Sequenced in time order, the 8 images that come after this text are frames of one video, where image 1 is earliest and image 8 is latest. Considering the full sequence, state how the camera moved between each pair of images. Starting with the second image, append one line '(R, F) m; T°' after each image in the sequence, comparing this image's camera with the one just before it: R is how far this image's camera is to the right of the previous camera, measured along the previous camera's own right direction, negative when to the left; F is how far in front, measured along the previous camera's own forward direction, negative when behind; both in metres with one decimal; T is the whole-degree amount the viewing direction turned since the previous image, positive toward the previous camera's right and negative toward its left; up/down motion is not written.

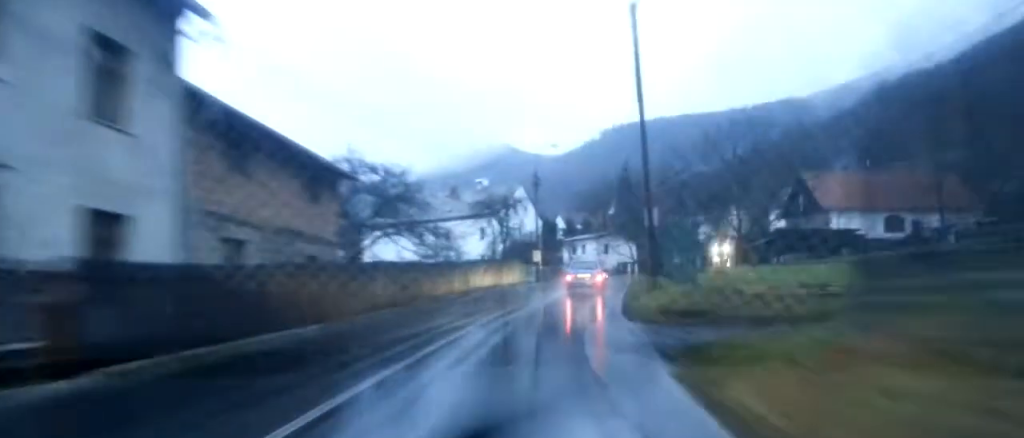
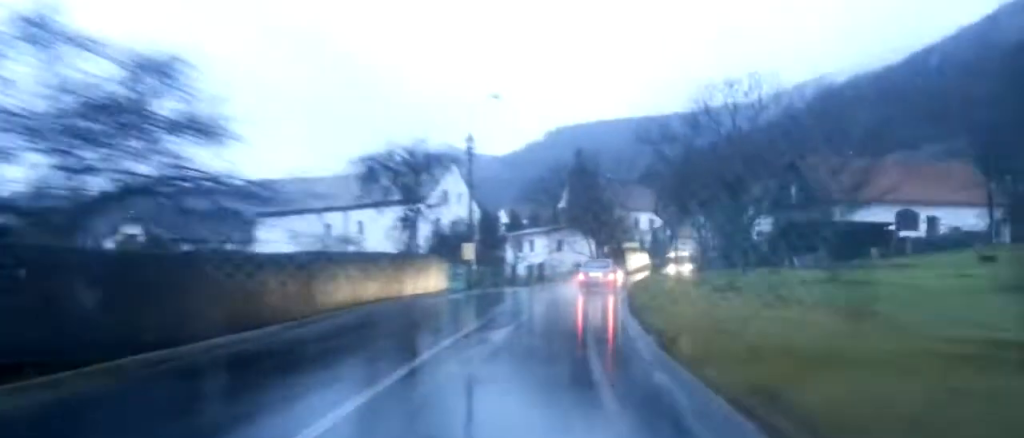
(+0.7, +18.3) m; +5°
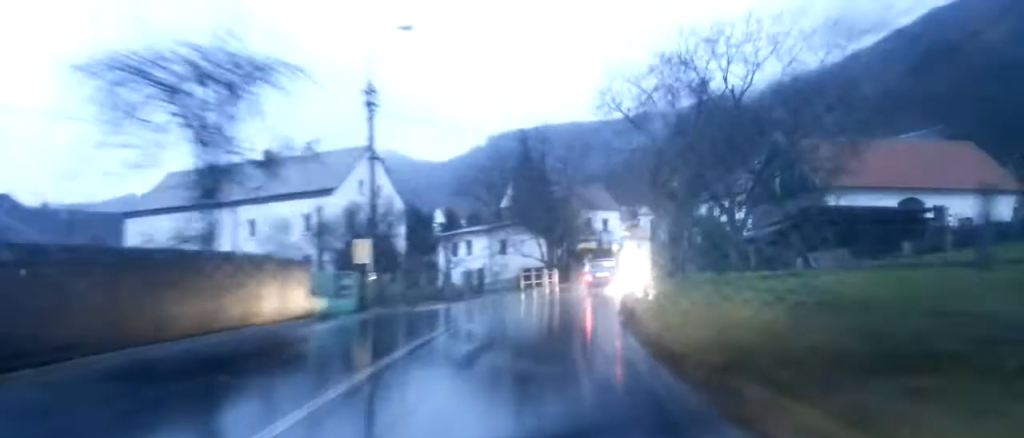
(+0.6, +12.9) m; +7°
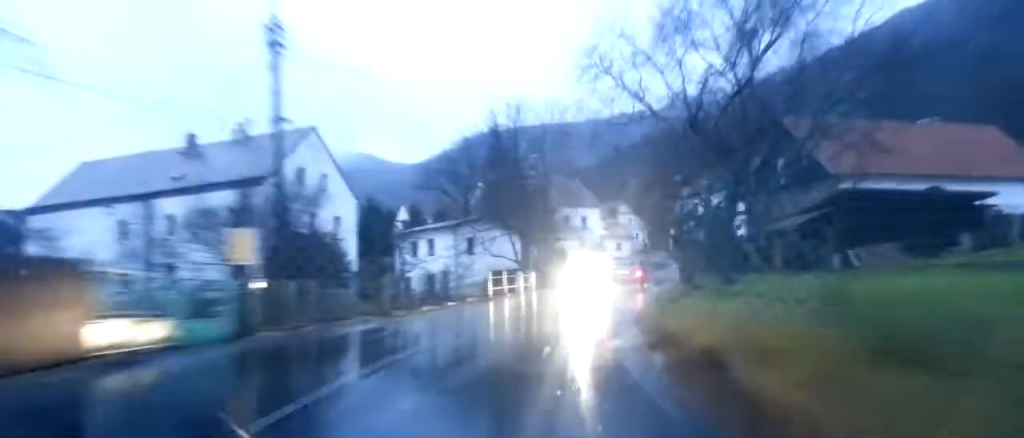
(+0.3, +8.7) m; +5°
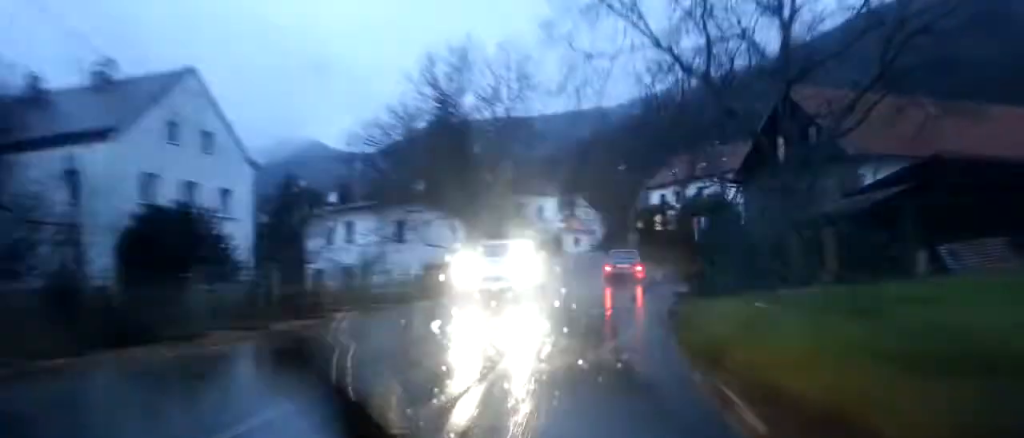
(+0.6, +10.3) m; +3°
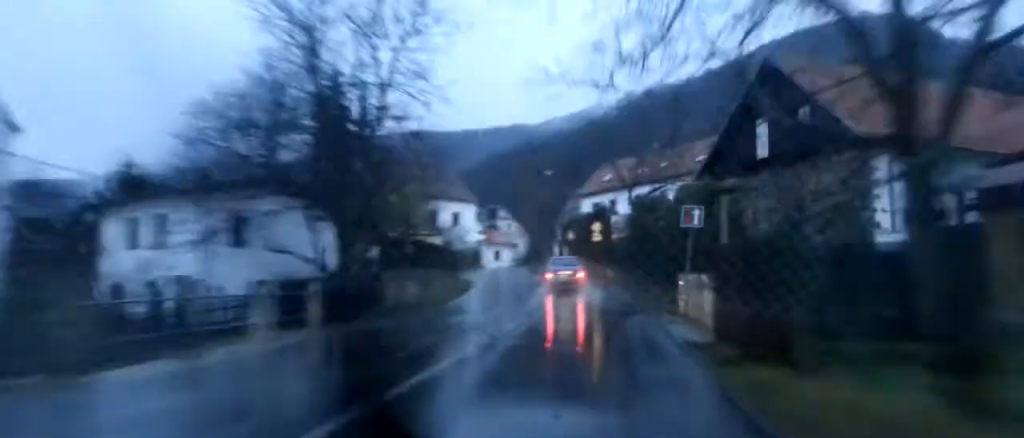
(0.0, +12.4) m; 0°
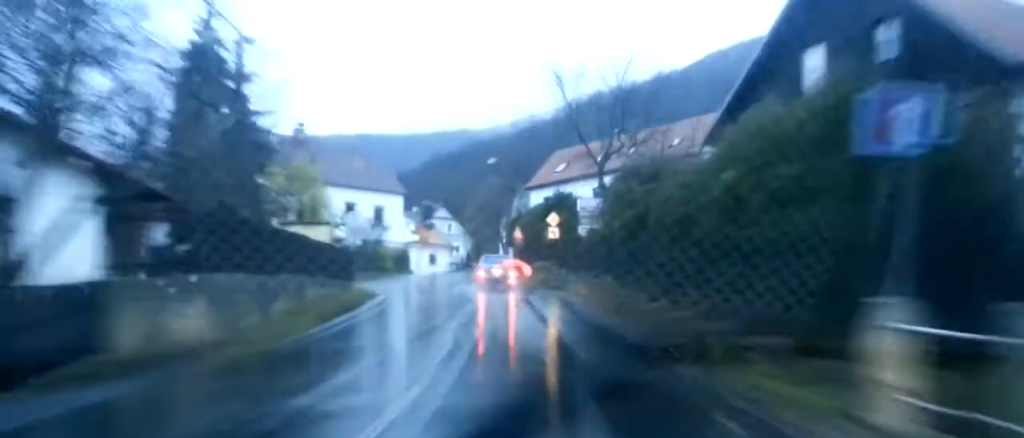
(+0.1, +14.0) m; +2°
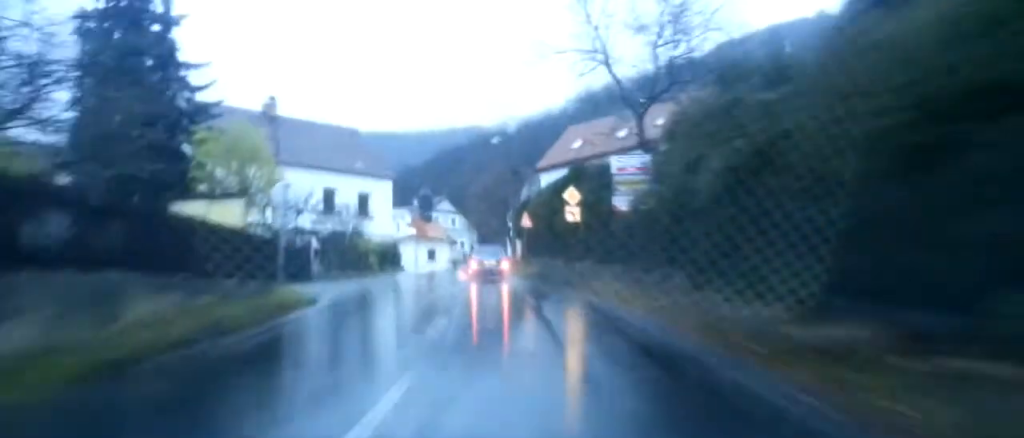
(+0.1, +9.7) m; +2°
